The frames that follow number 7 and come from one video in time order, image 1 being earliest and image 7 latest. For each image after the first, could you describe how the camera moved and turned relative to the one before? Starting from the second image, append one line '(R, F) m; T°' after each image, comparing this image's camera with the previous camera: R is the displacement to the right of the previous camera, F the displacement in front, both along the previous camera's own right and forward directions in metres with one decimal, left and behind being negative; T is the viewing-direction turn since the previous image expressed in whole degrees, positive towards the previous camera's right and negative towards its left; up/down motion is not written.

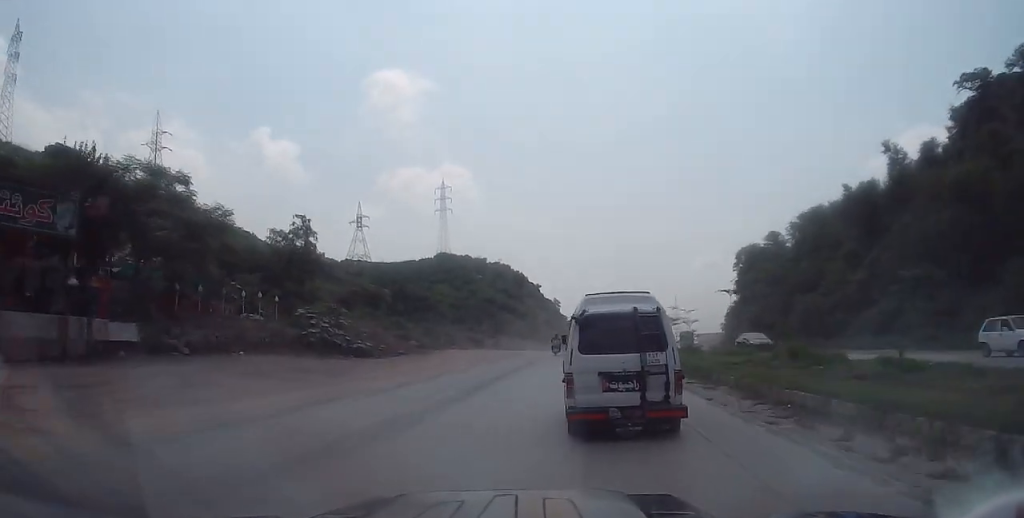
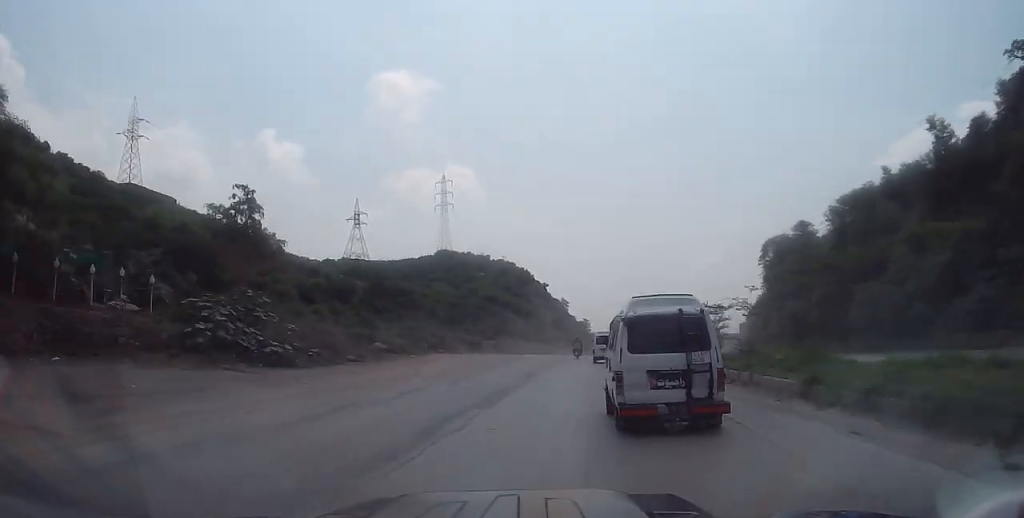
(0.0, +11.9) m; 0°
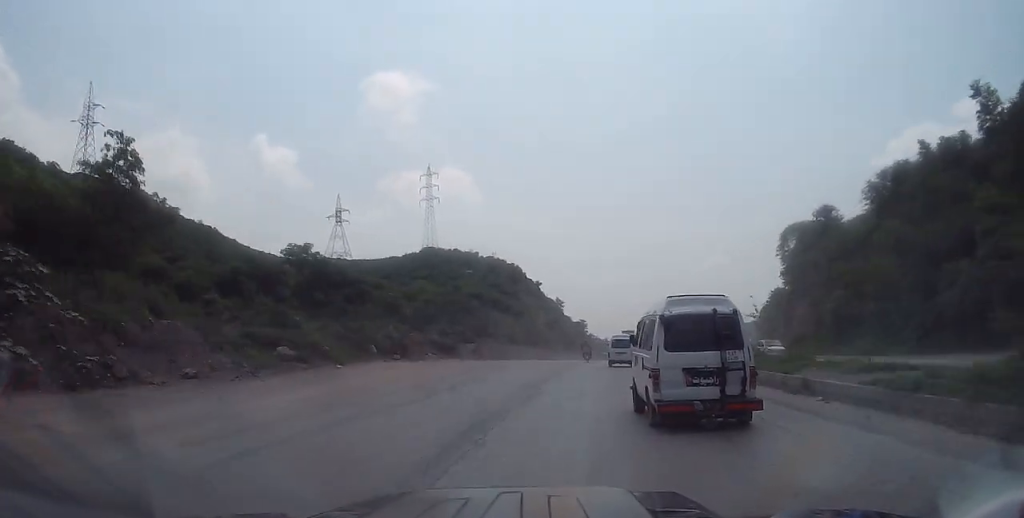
(+0.3, +13.2) m; +2°
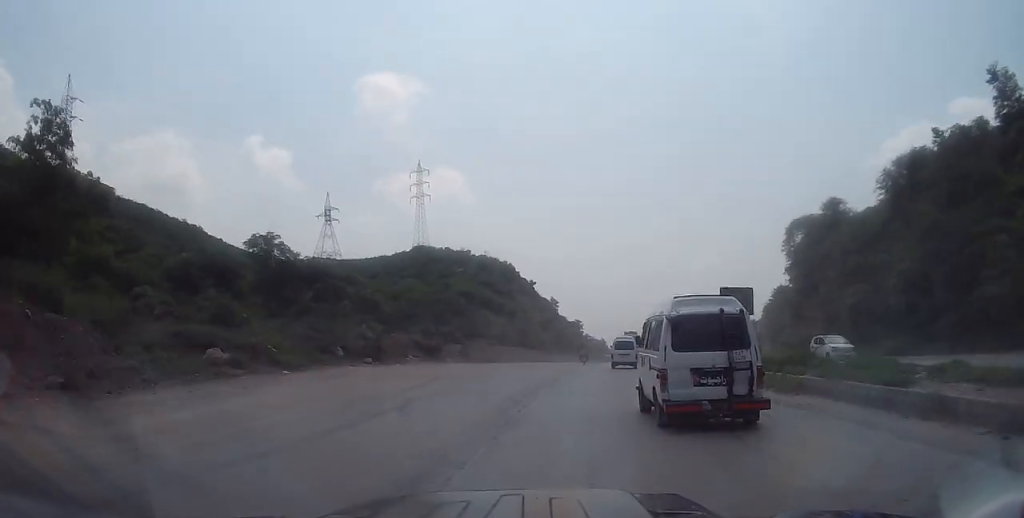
(0.0, +5.1) m; 0°
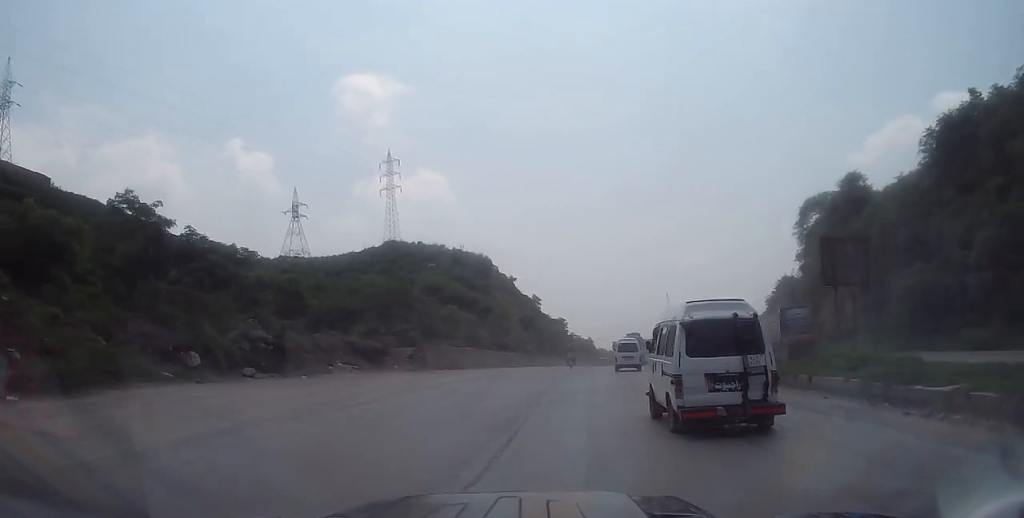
(0.0, +12.5) m; 0°
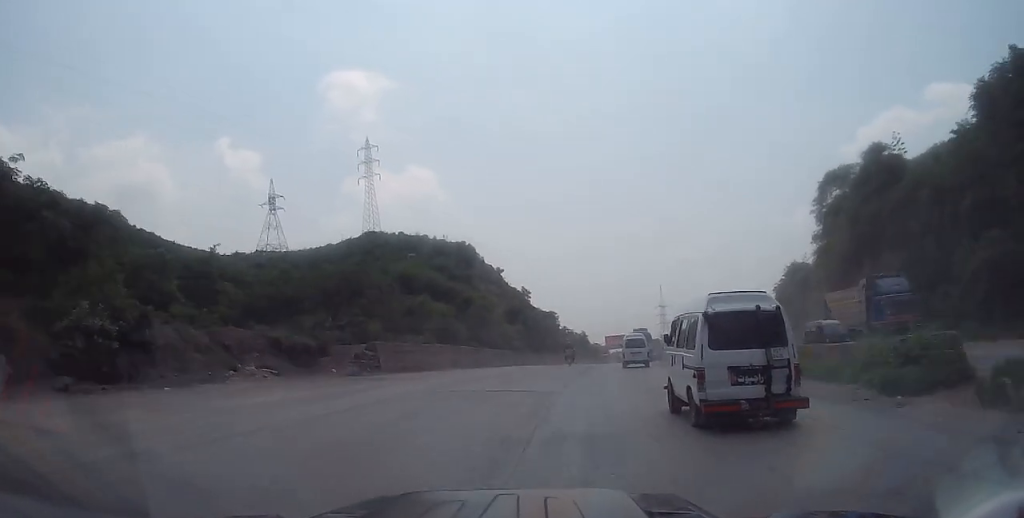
(0.0, +9.8) m; 0°
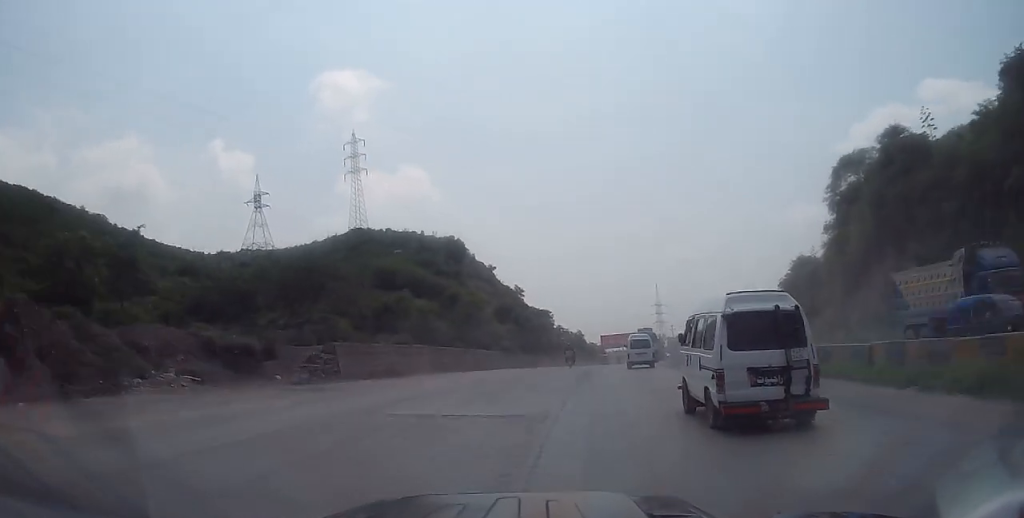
(0.0, +5.7) m; 0°
